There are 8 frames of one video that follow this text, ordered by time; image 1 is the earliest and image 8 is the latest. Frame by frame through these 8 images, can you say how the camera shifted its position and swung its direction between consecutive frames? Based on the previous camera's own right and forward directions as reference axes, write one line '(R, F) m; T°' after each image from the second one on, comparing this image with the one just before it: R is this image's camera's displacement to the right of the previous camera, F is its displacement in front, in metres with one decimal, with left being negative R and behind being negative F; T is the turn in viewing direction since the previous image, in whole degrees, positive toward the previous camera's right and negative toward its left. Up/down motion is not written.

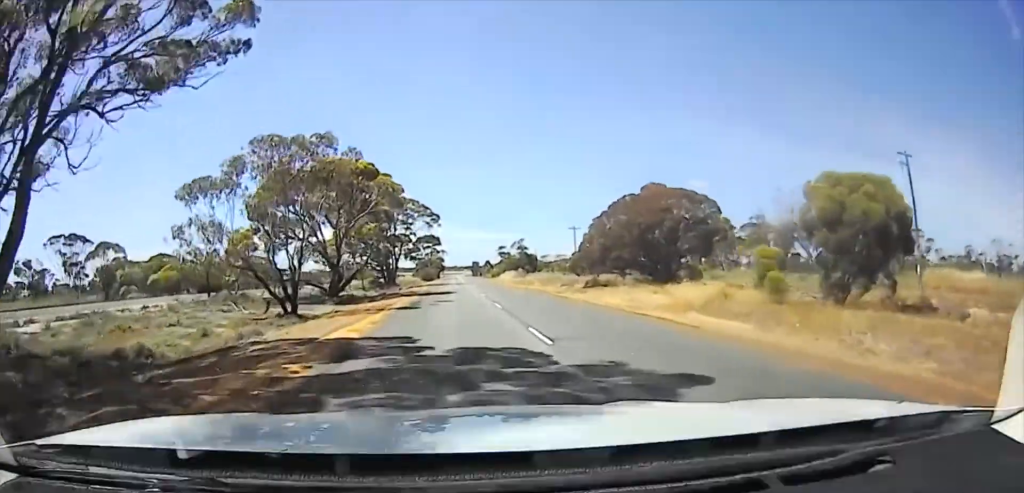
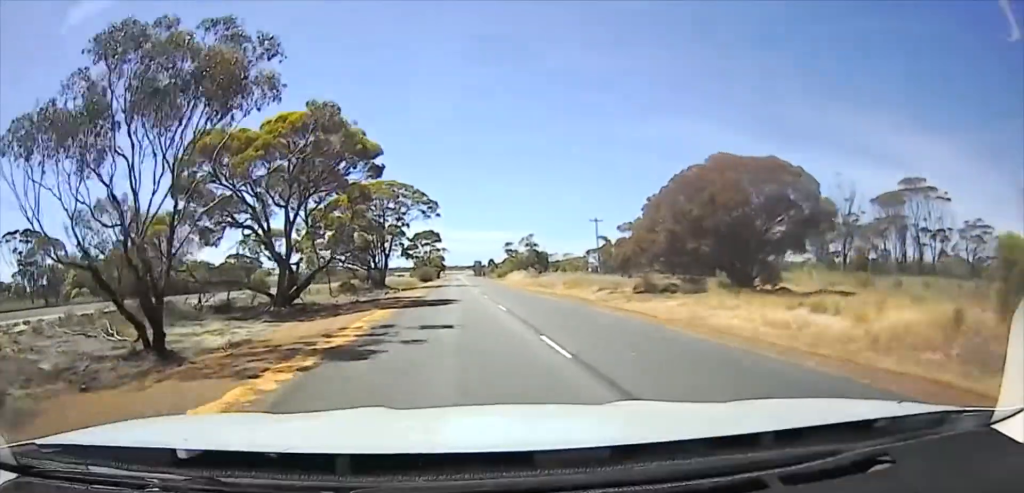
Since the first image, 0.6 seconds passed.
(0.0, +14.5) m; 0°
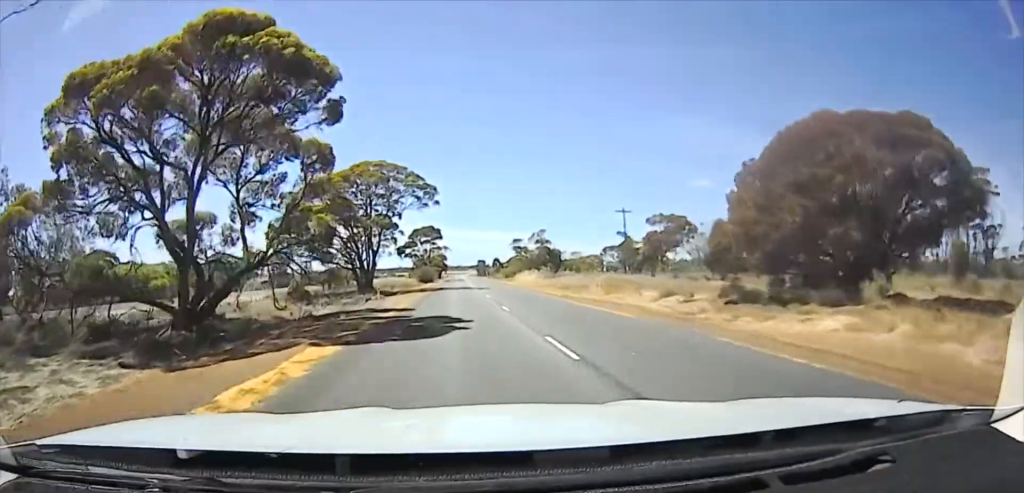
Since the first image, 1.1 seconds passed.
(0.0, +13.4) m; 0°
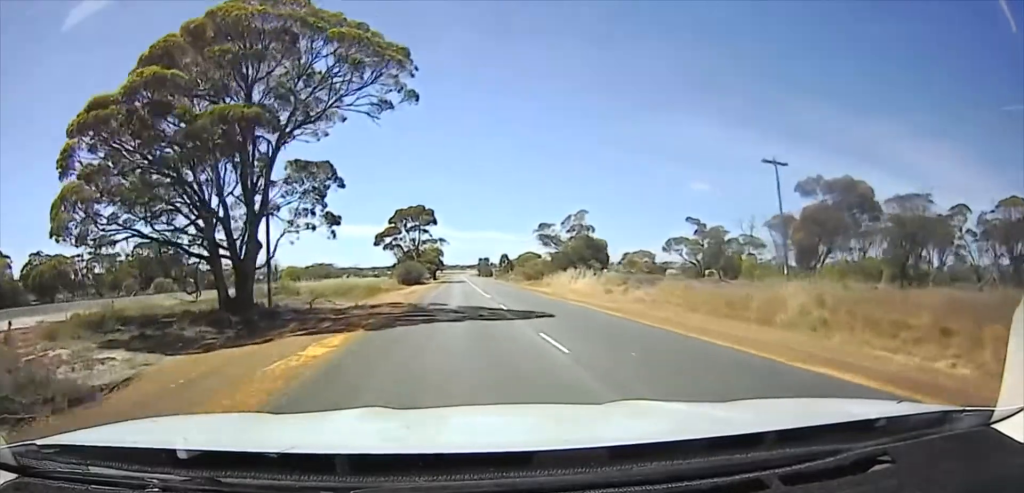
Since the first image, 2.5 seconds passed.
(0.0, +34.7) m; 0°
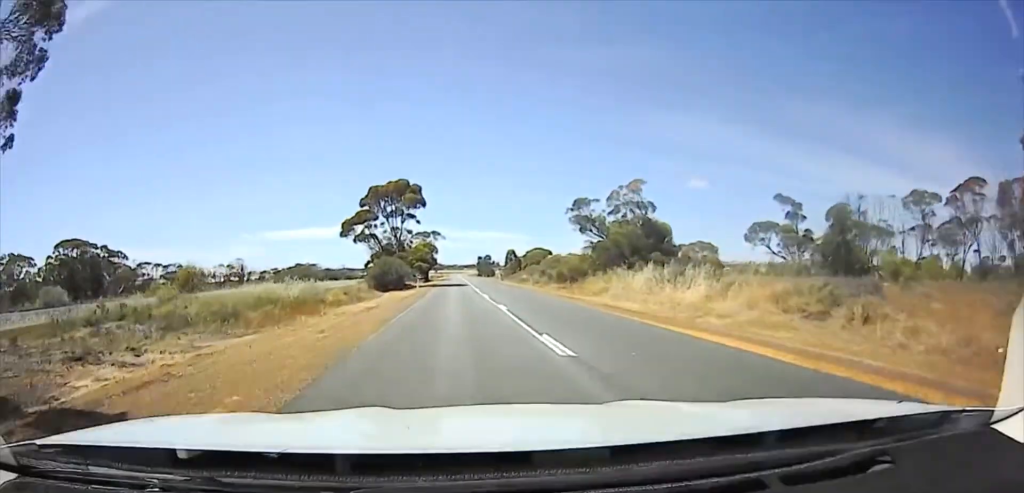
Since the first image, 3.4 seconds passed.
(0.0, +22.6) m; 0°
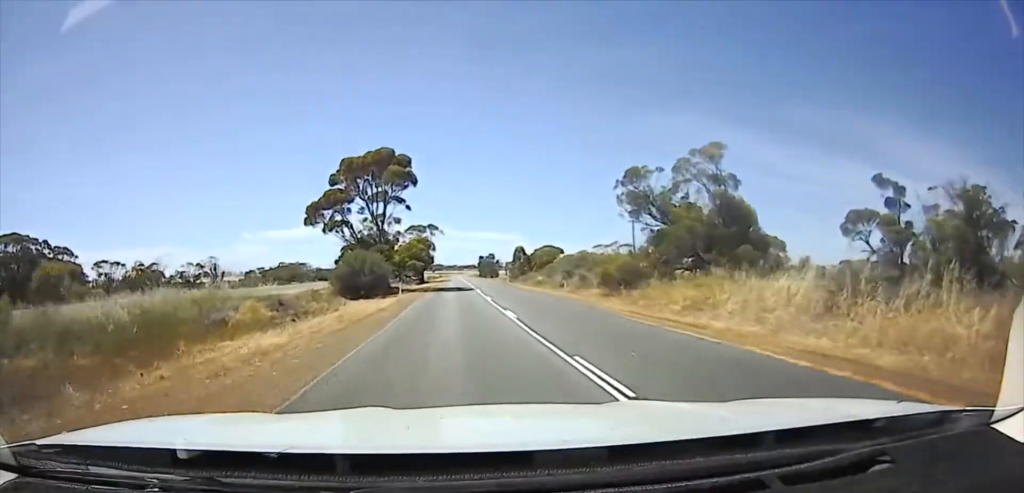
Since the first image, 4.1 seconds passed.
(0.0, +15.8) m; 0°
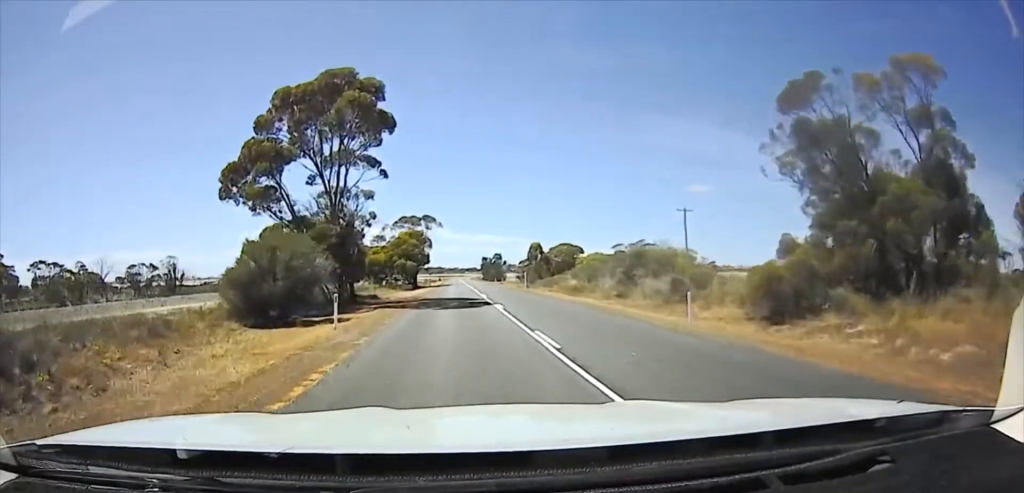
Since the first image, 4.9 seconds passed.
(0.0, +18.1) m; 0°
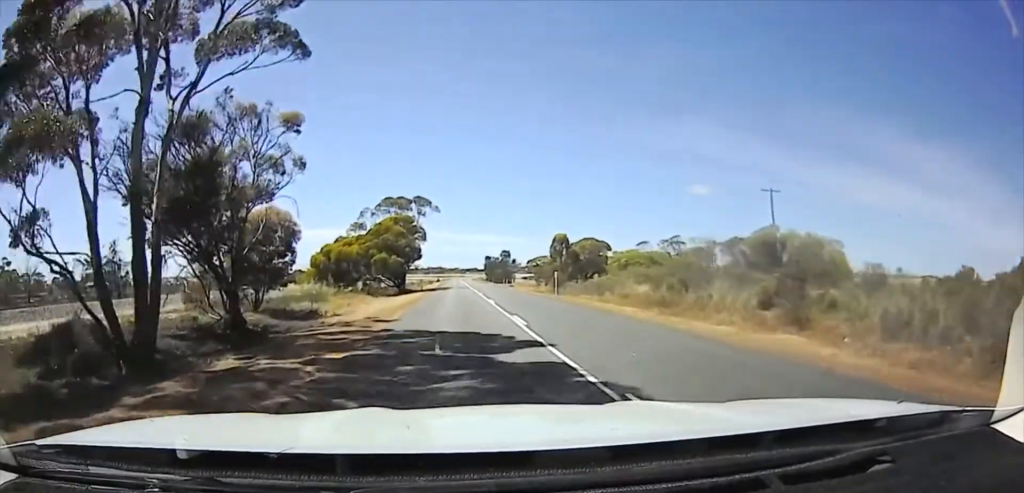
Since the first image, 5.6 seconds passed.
(0.0, +17.1) m; 0°
